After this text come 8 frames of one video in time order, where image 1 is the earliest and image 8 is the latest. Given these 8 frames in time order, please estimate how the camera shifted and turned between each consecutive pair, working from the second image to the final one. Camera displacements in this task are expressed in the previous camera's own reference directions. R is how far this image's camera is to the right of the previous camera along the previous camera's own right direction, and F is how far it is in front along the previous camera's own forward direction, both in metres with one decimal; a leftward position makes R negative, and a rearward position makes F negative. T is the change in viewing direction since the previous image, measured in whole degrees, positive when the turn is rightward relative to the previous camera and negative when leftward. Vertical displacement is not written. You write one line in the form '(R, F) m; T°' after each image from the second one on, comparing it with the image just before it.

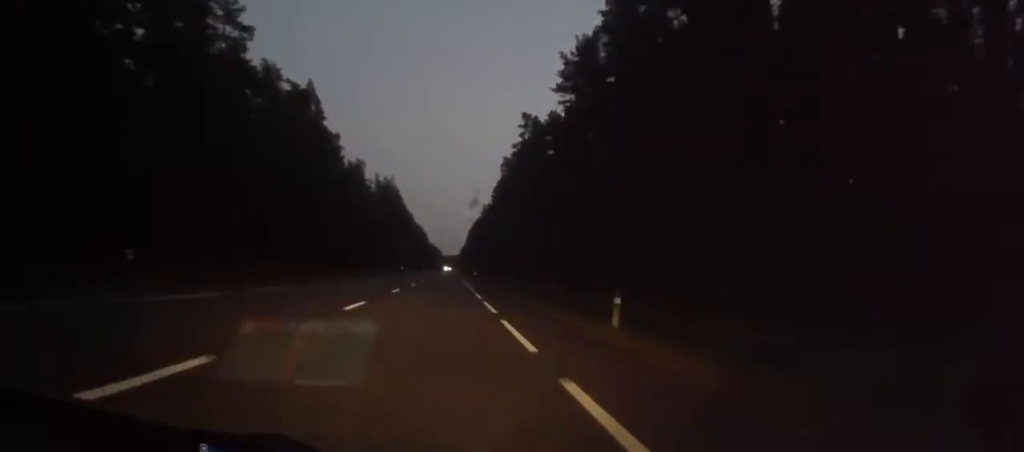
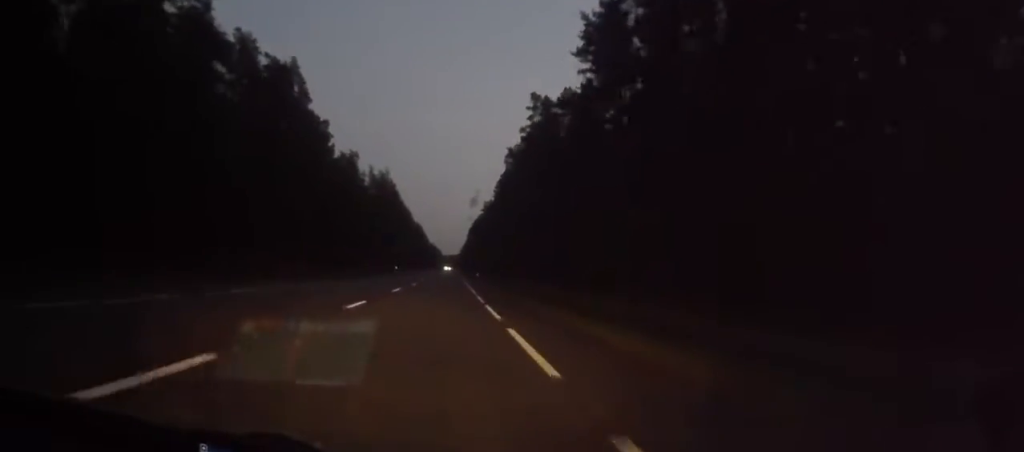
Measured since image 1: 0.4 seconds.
(+0.1, +11.4) m; 0°
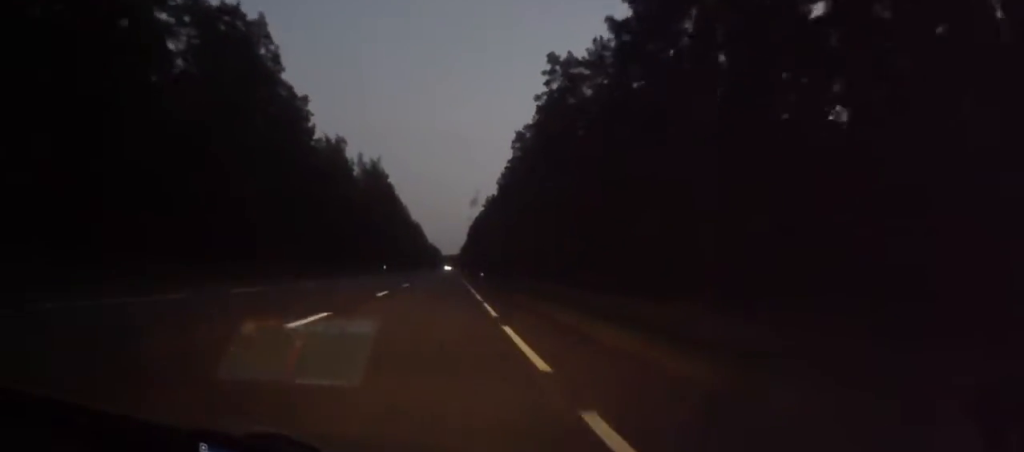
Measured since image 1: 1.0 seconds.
(+0.1, +17.1) m; 0°
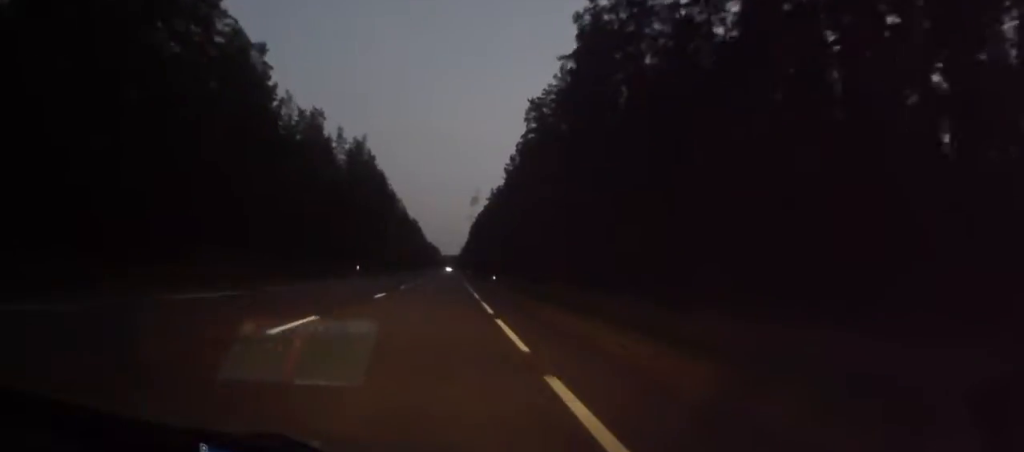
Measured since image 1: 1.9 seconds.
(0.0, +24.8) m; 0°
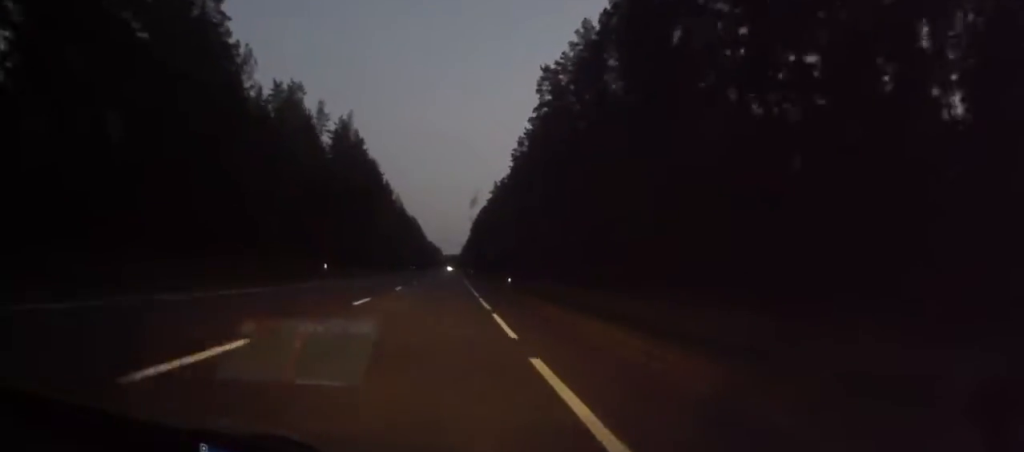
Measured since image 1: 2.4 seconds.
(-0.1, +16.2) m; 0°
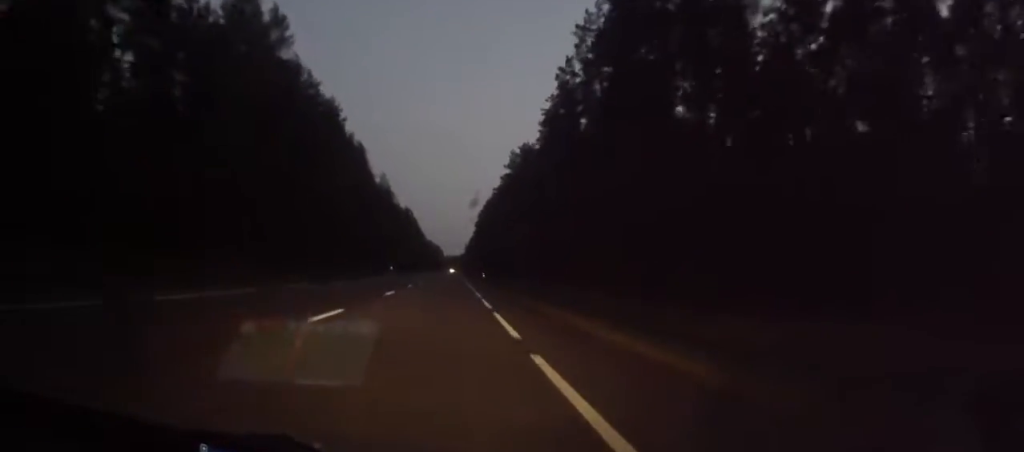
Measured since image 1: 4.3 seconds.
(-0.4, +53.2) m; -1°
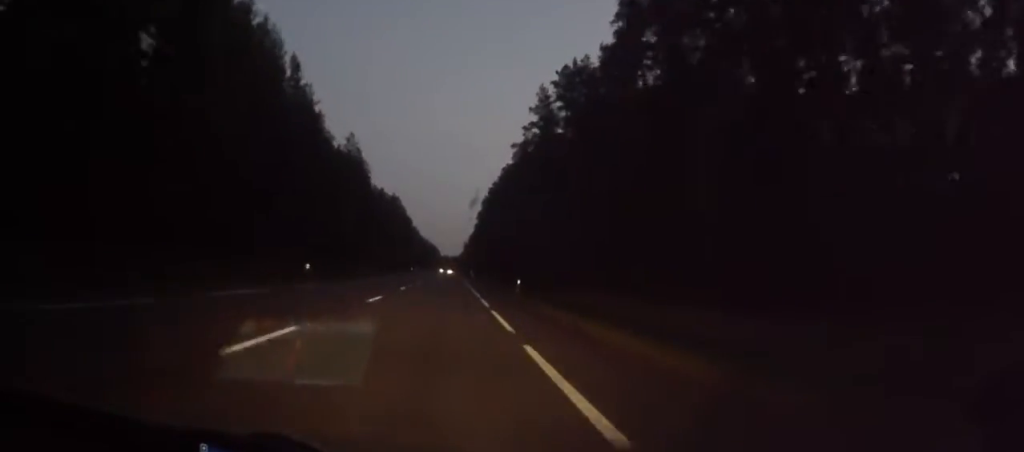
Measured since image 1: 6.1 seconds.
(-0.5, +52.1) m; 0°
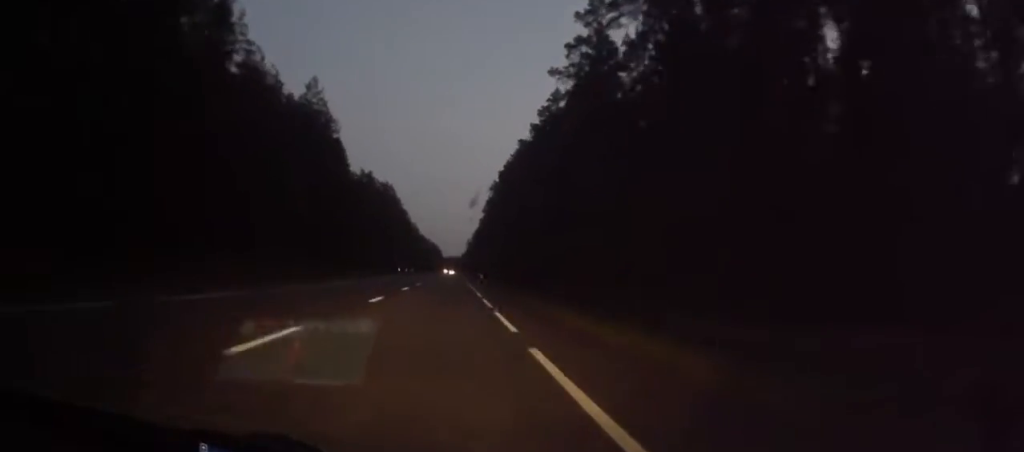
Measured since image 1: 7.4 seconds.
(+0.7, +35.9) m; +1°
